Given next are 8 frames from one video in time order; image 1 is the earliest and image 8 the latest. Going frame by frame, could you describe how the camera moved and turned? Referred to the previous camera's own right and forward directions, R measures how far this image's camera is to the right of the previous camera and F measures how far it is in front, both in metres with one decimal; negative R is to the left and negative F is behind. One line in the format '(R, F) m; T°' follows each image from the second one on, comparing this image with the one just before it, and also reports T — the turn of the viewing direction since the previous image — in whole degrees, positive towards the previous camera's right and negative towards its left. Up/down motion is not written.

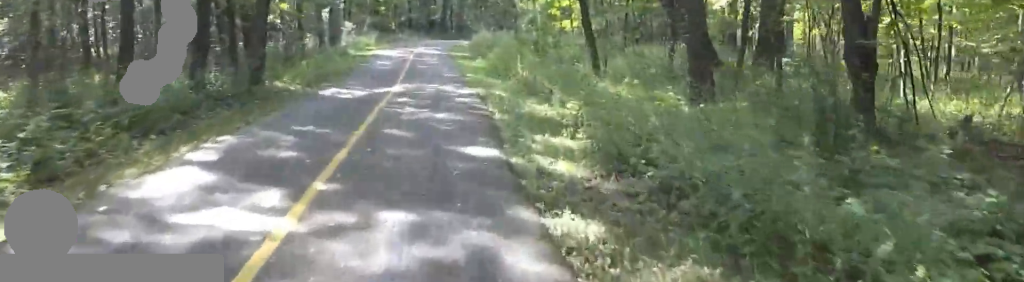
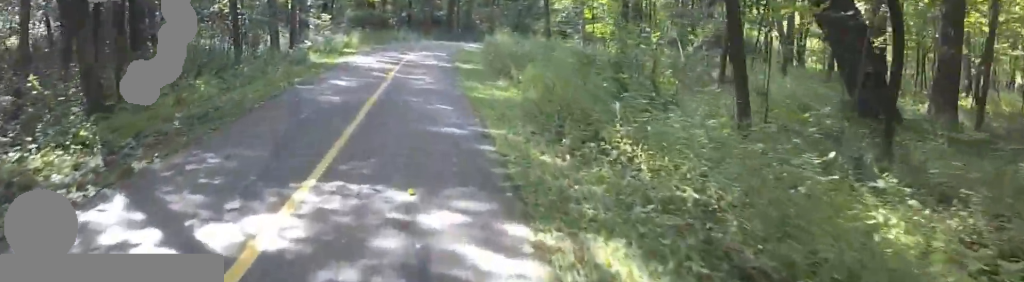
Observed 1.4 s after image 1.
(-0.4, +6.2) m; -14°
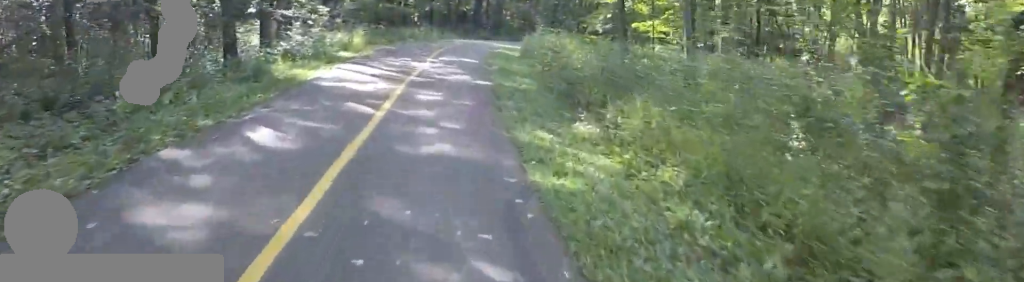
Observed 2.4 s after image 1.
(-0.3, +4.9) m; -2°
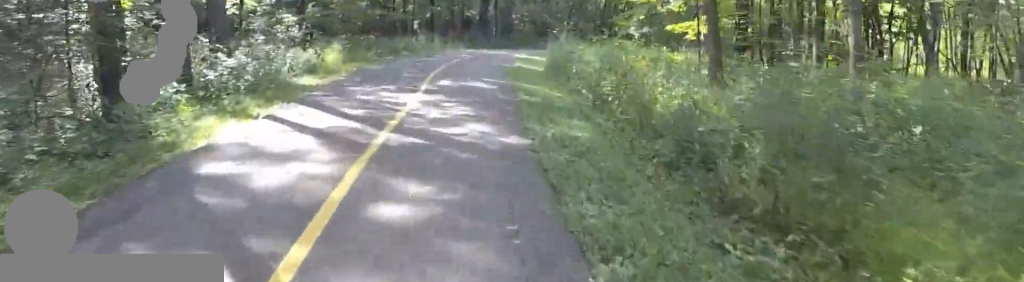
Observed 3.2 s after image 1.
(+0.1, +4.2) m; +11°
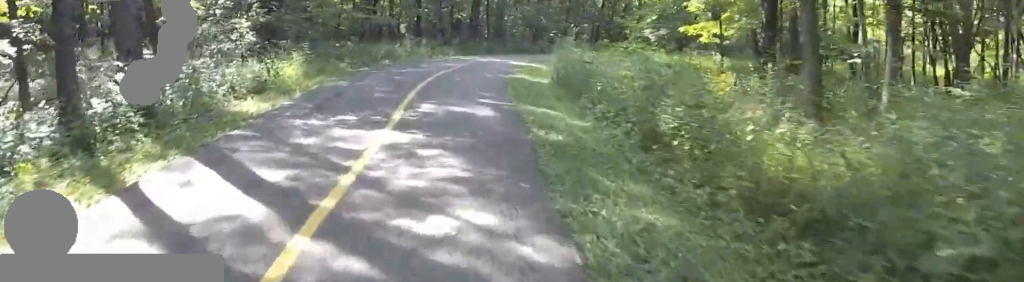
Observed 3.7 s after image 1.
(+0.2, +2.7) m; +3°
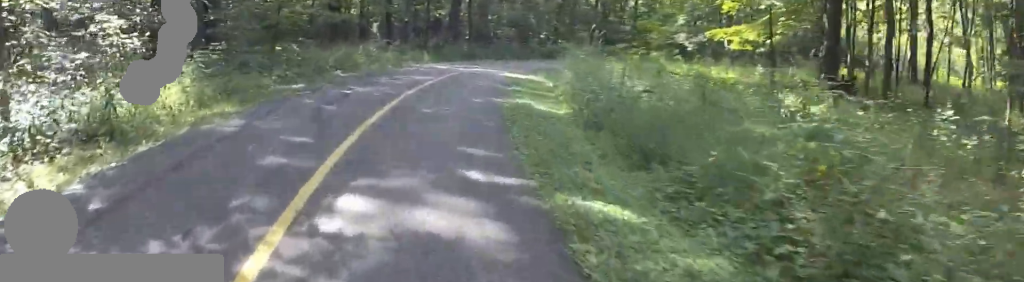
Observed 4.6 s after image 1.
(+0.9, +4.7) m; -3°
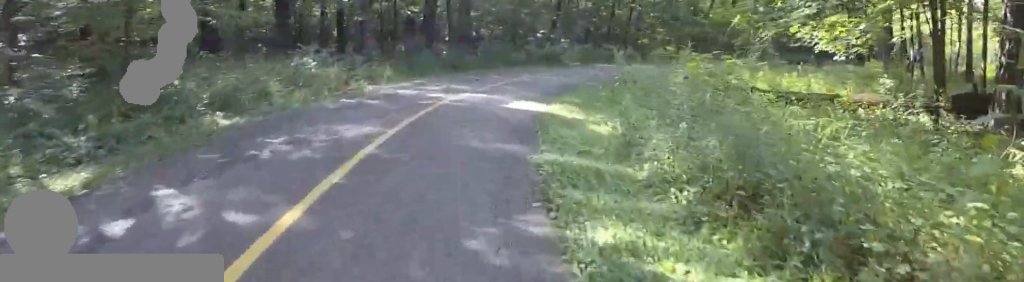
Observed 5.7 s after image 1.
(-1.7, +7.8) m; -13°
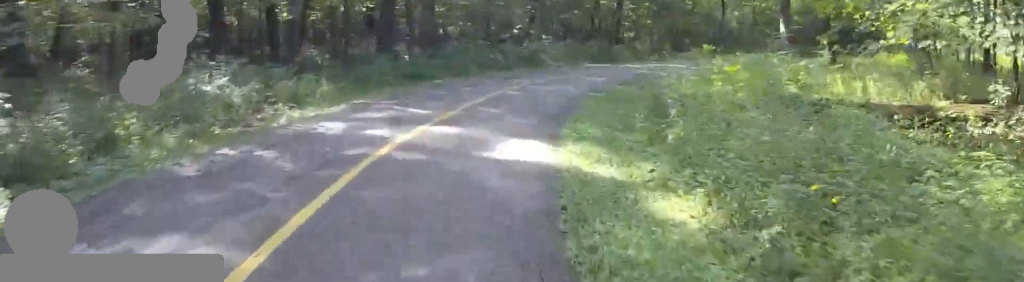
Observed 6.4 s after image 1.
(0.0, +4.9) m; 0°
